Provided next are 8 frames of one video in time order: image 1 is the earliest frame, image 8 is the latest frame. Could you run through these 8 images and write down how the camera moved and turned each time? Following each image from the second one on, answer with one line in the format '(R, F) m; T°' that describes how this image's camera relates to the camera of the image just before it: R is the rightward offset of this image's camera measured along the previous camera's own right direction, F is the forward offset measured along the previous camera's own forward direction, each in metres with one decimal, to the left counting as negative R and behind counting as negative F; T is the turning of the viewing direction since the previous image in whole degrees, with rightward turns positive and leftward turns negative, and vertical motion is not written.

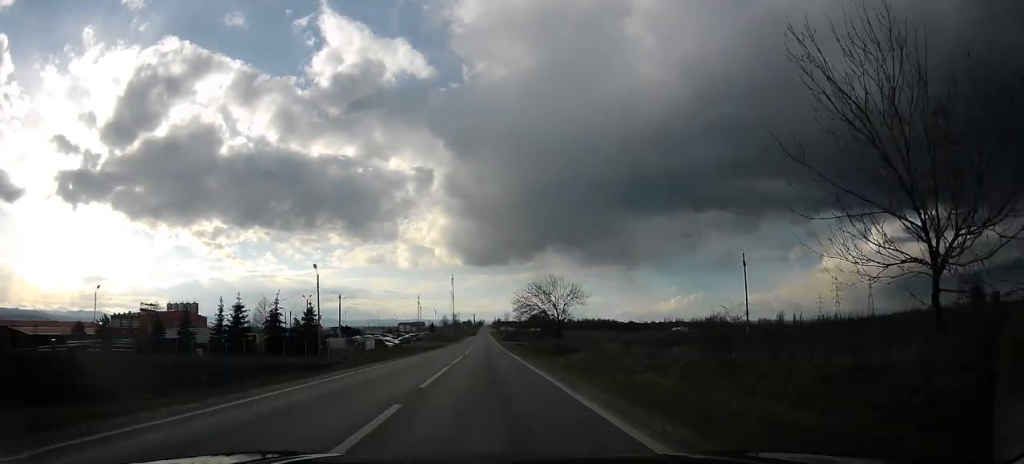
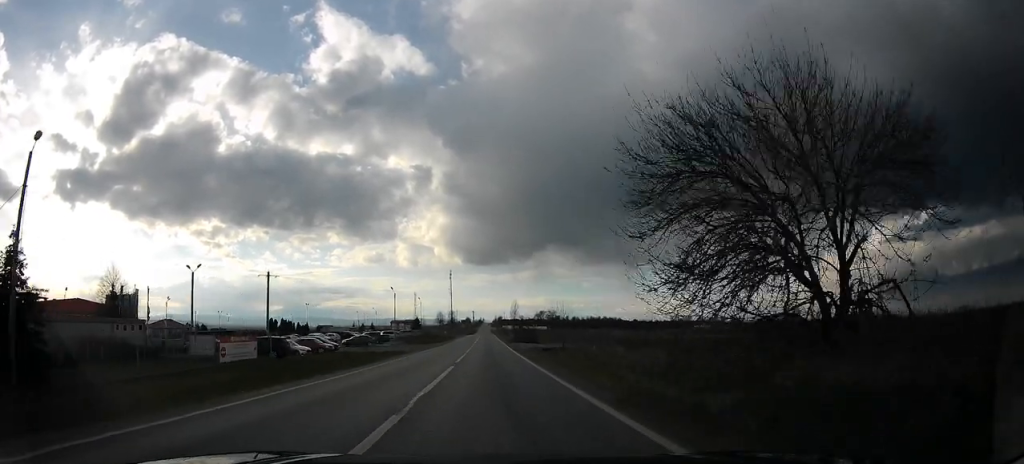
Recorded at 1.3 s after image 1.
(0.0, +36.8) m; -1°
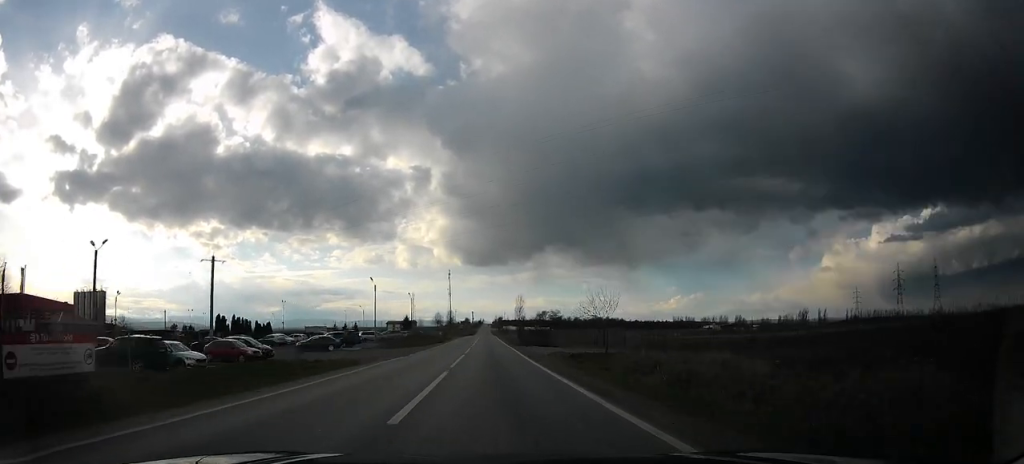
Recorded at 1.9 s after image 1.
(-0.1, +15.7) m; 0°
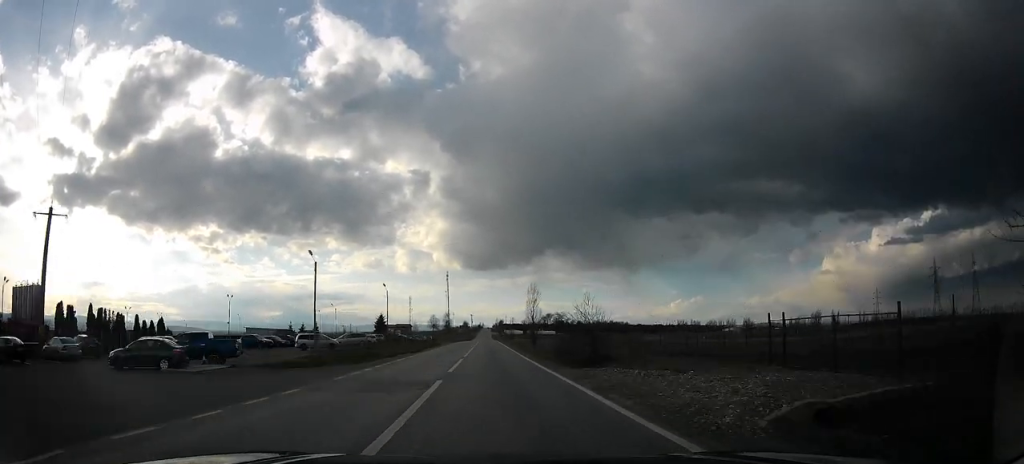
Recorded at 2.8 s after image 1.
(0.0, +26.1) m; 0°
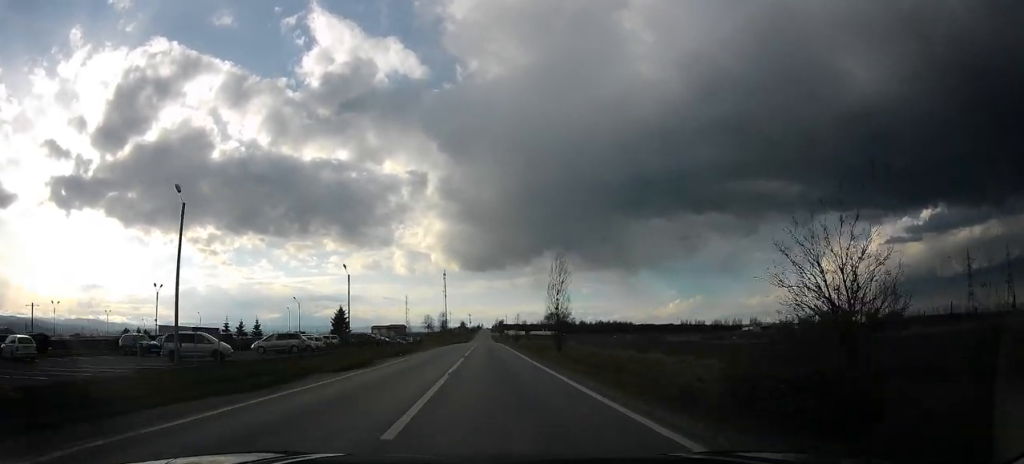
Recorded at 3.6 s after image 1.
(0.0, +22.4) m; 0°
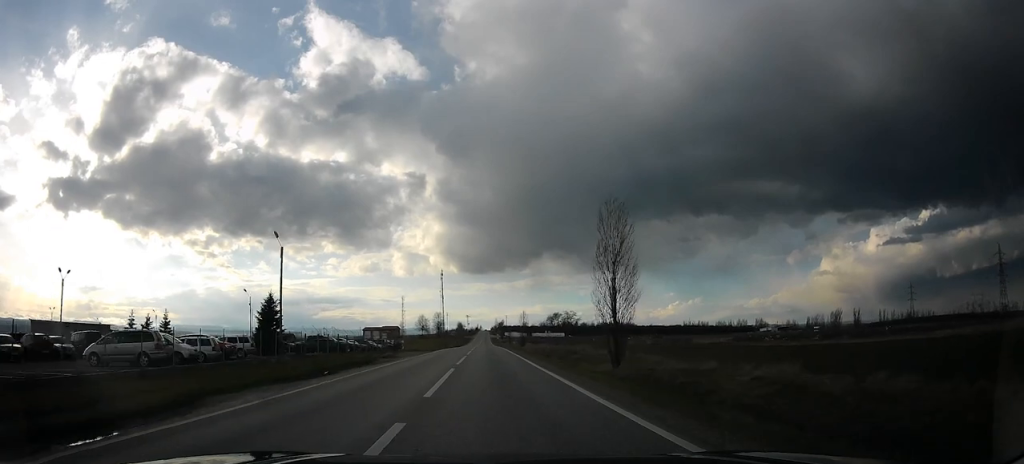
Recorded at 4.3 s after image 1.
(0.0, +19.7) m; 0°
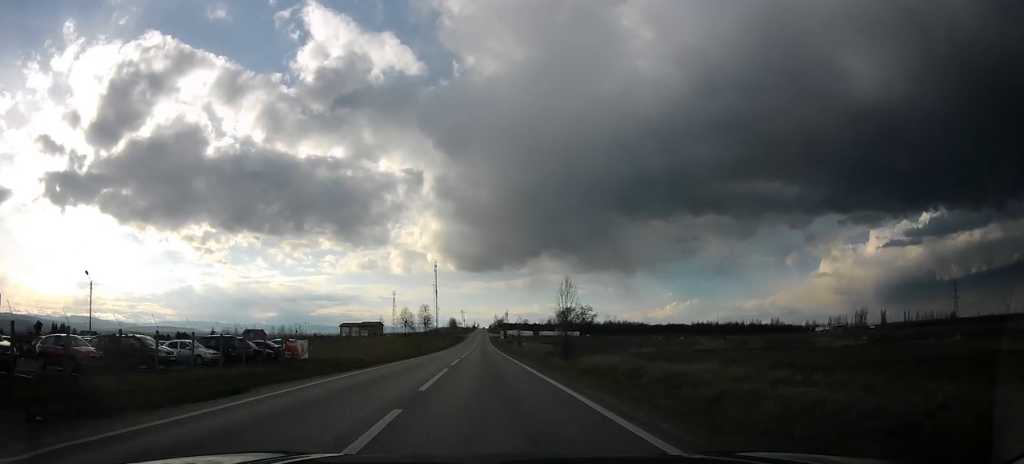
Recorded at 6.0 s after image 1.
(0.0, +46.9) m; 0°
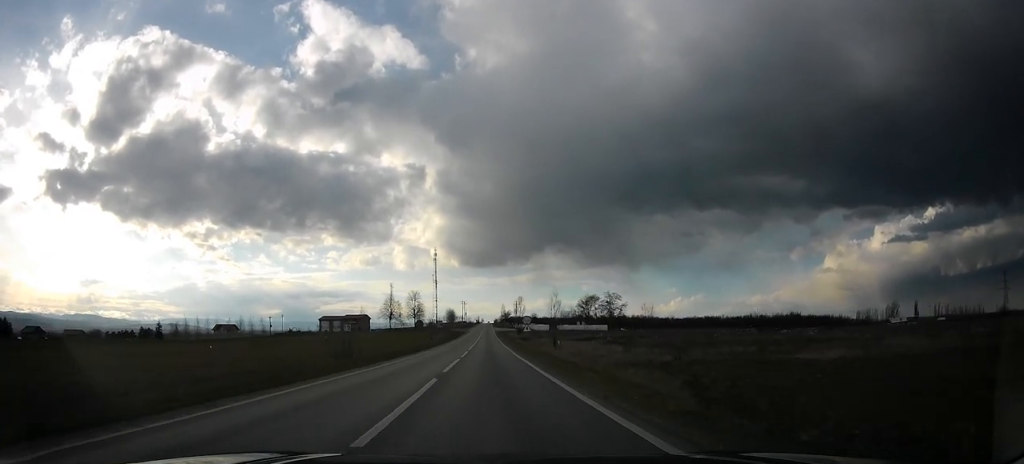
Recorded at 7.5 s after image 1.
(0.0, +42.0) m; 0°
